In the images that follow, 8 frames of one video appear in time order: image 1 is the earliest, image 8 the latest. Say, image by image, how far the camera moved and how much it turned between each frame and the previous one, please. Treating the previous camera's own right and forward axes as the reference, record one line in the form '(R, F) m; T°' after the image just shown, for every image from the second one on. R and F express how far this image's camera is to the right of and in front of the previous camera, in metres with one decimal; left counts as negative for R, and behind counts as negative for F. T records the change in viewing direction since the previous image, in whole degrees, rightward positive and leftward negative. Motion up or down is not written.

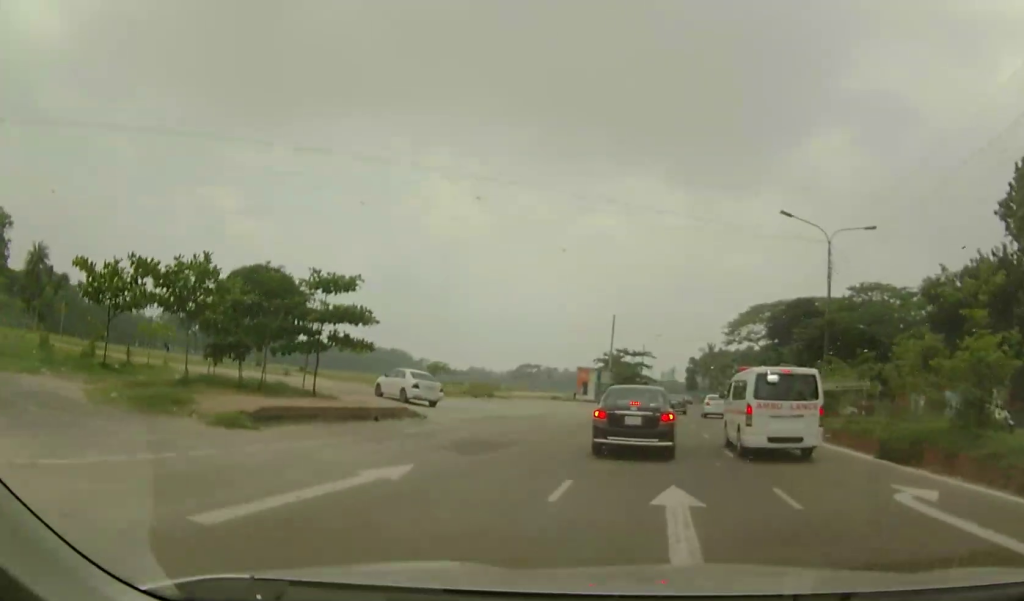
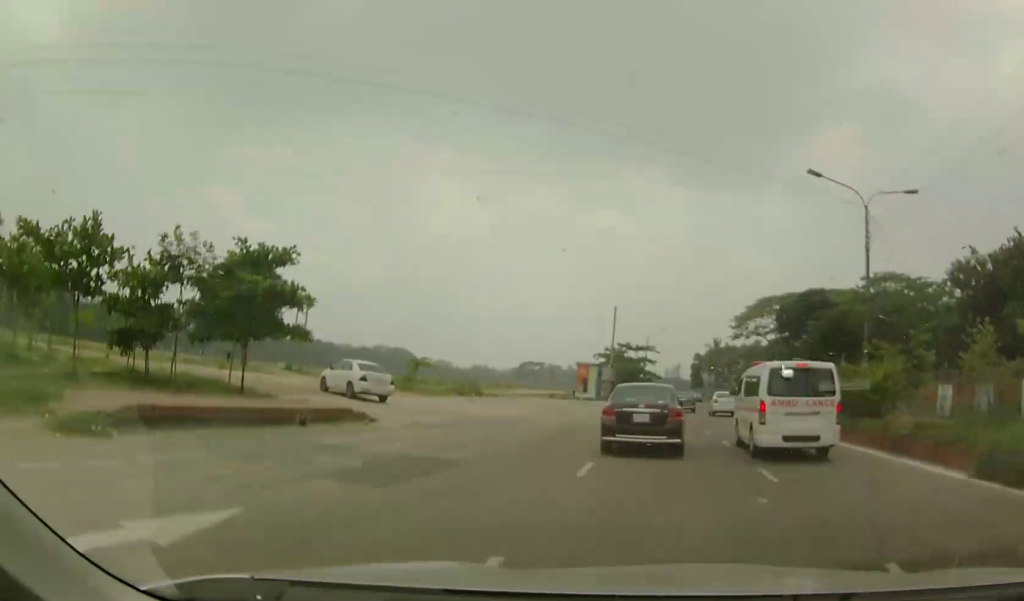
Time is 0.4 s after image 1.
(0.0, +4.3) m; 0°
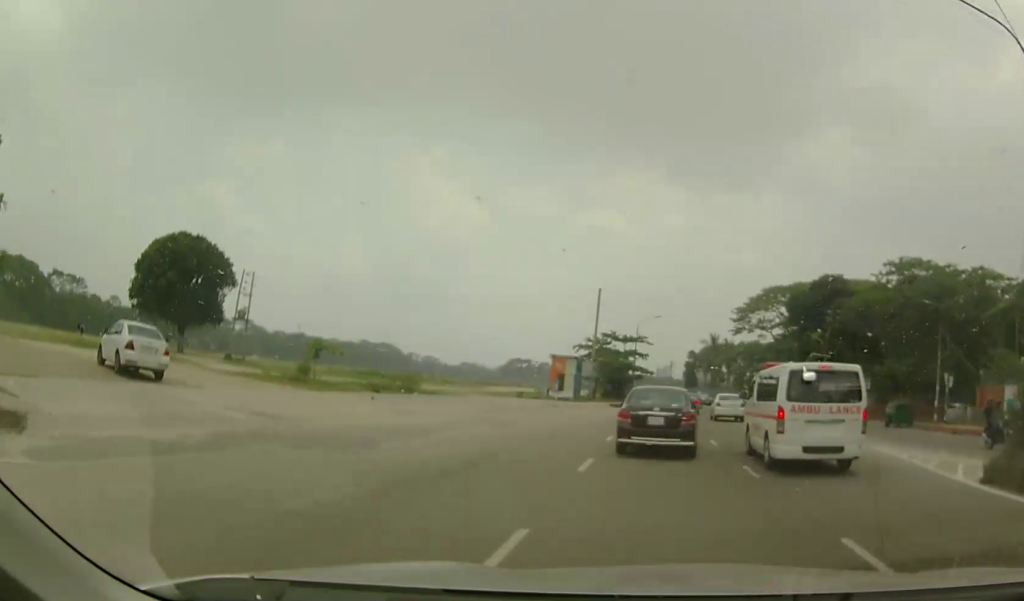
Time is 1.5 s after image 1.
(0.0, +11.6) m; +2°
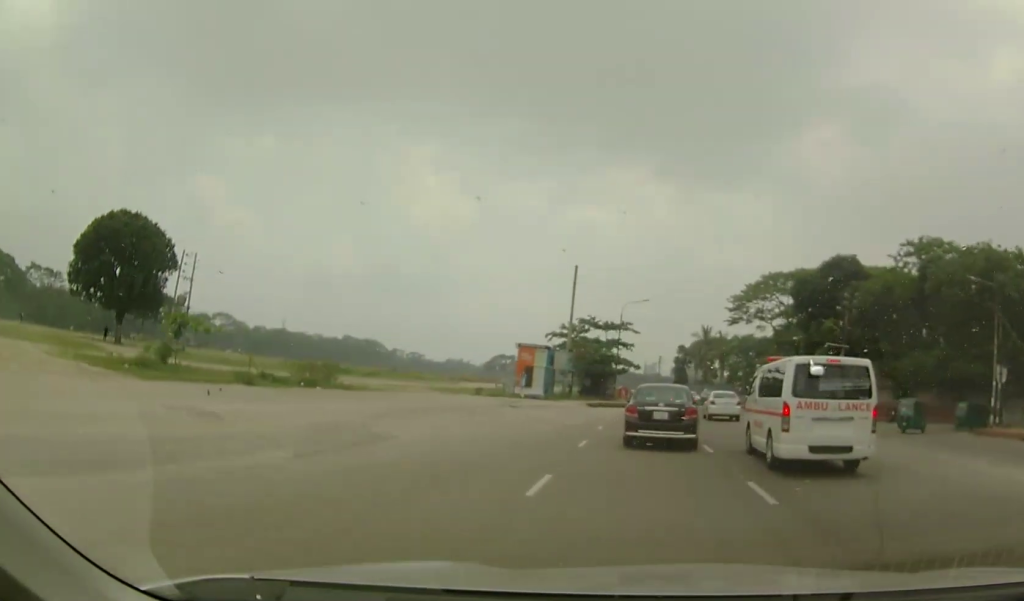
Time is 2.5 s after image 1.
(+0.3, +9.2) m; +2°
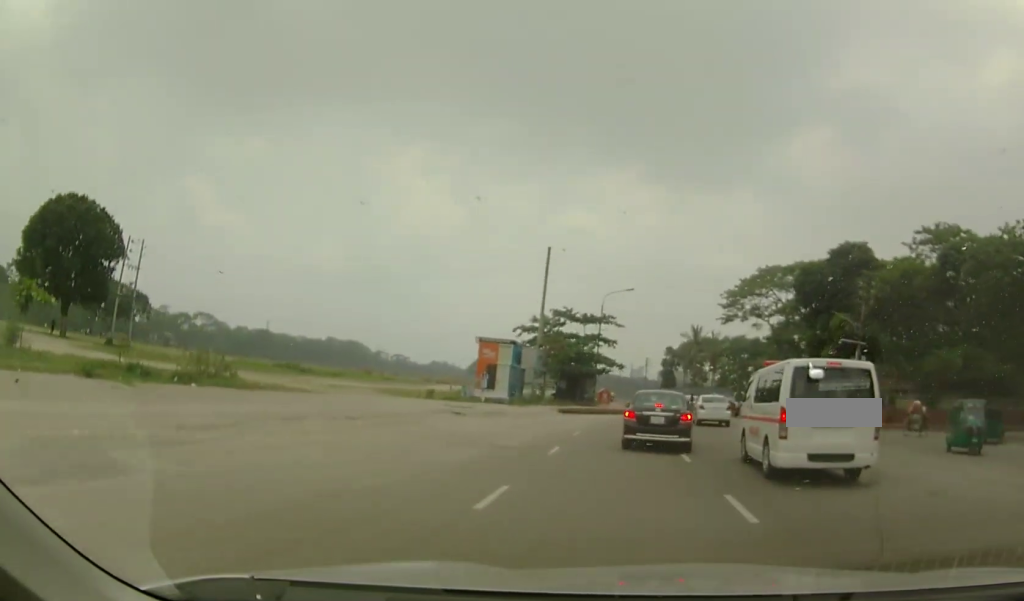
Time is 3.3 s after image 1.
(0.0, +6.9) m; 0°
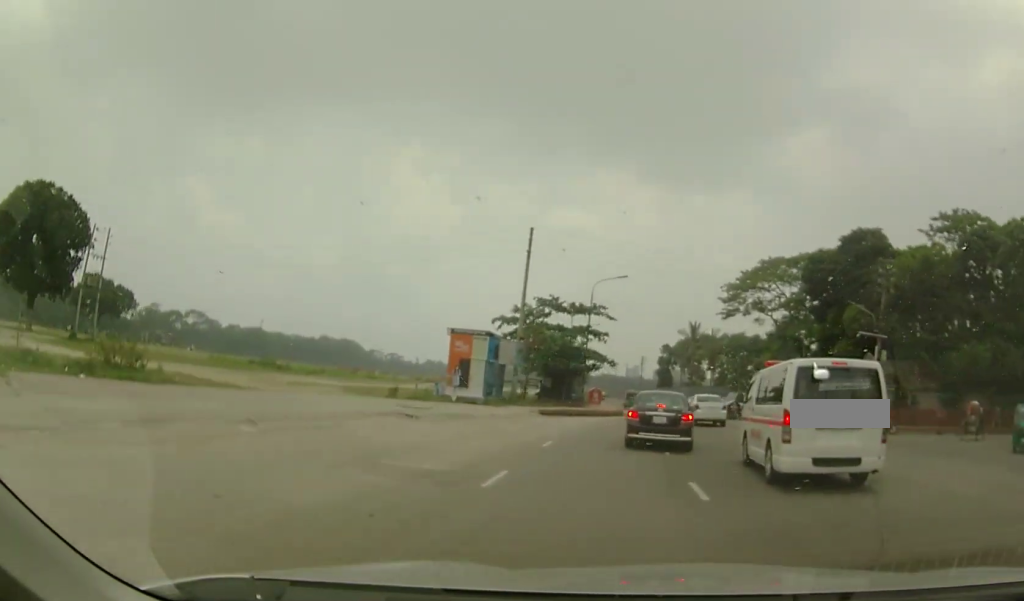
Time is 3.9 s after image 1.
(0.0, +4.5) m; +1°
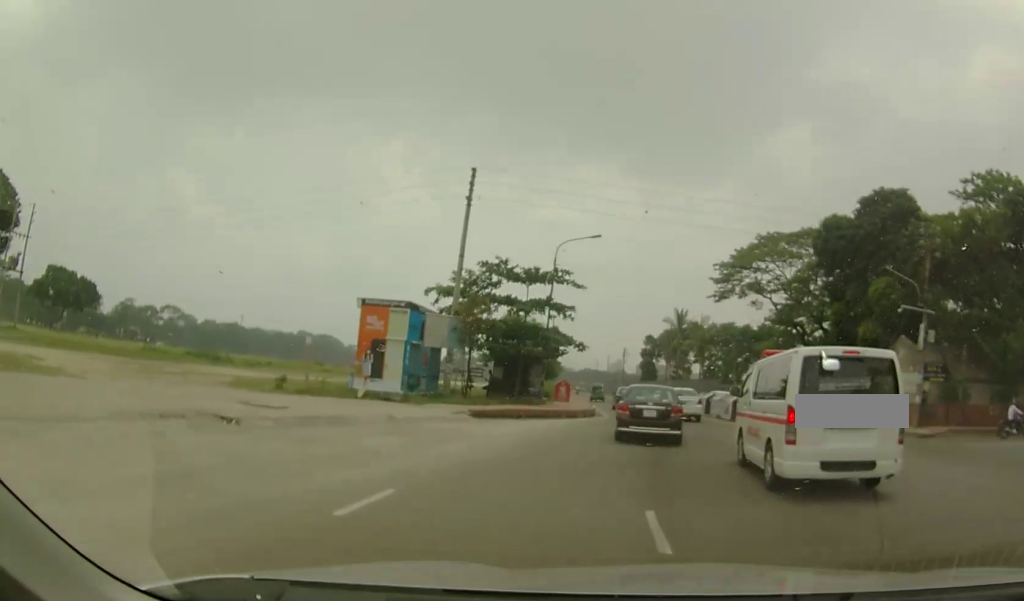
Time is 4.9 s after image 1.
(+0.1, +8.4) m; +1°
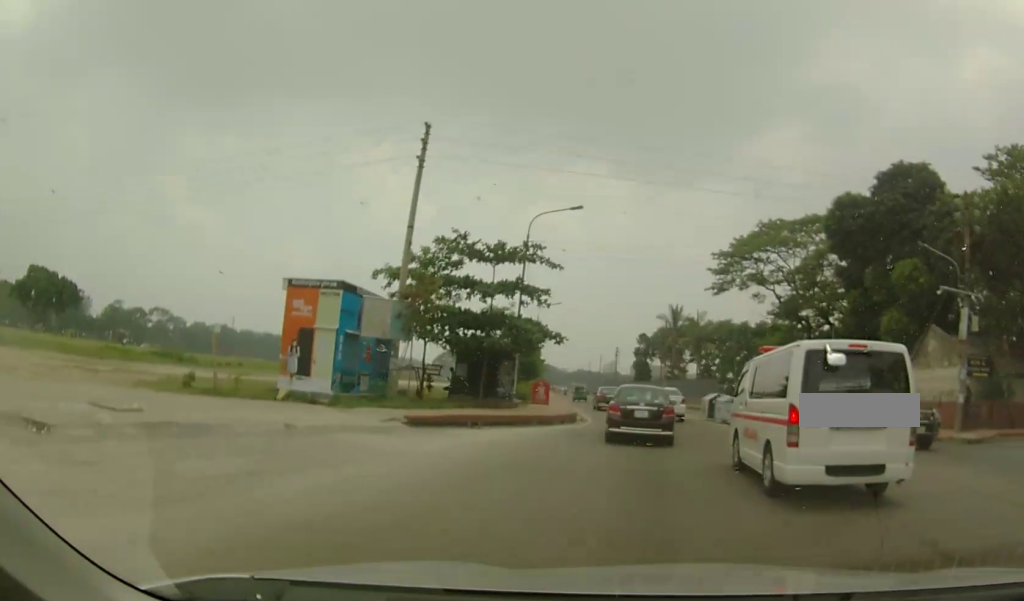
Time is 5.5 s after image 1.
(+0.1, +4.9) m; 0°
